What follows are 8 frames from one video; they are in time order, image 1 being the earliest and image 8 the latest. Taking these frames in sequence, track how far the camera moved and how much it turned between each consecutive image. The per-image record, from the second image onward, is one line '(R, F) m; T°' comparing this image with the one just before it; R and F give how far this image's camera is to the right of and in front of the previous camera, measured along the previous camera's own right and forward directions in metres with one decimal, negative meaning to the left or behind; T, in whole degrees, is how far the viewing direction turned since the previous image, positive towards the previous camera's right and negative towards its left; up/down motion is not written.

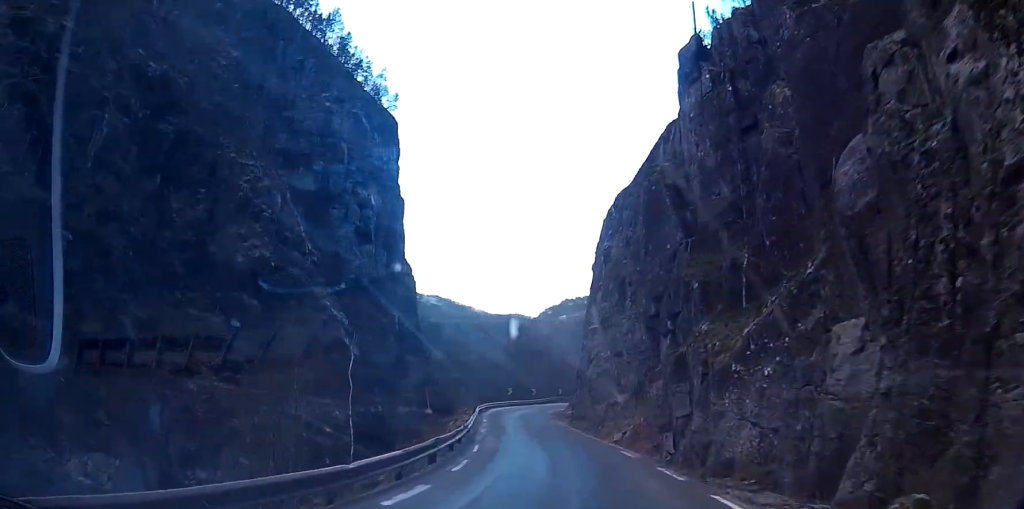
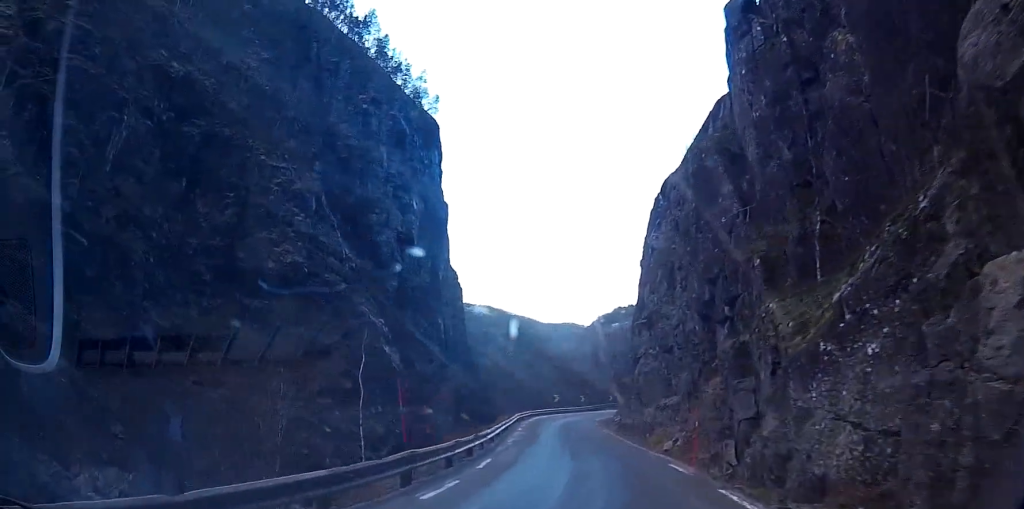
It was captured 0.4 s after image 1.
(0.0, +4.3) m; -3°
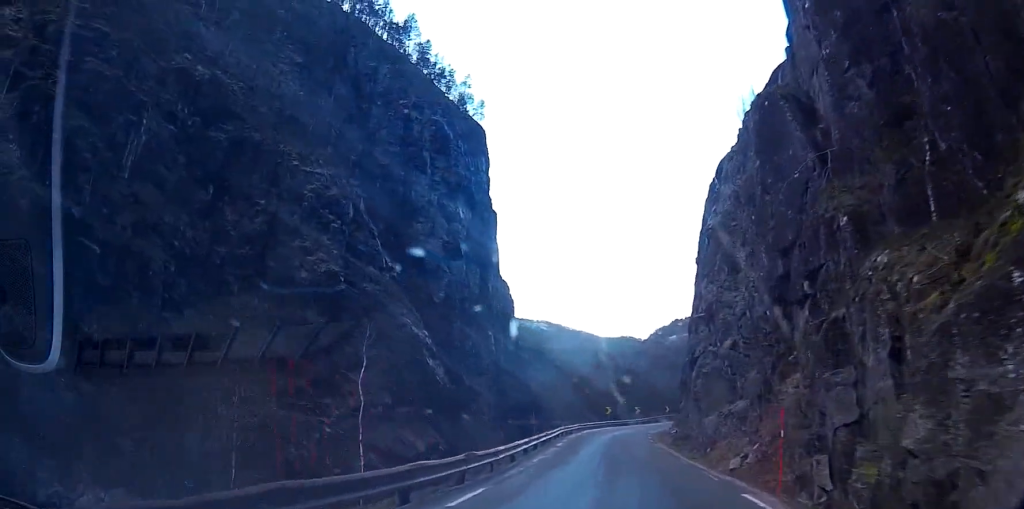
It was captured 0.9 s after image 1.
(+0.2, +5.0) m; -4°
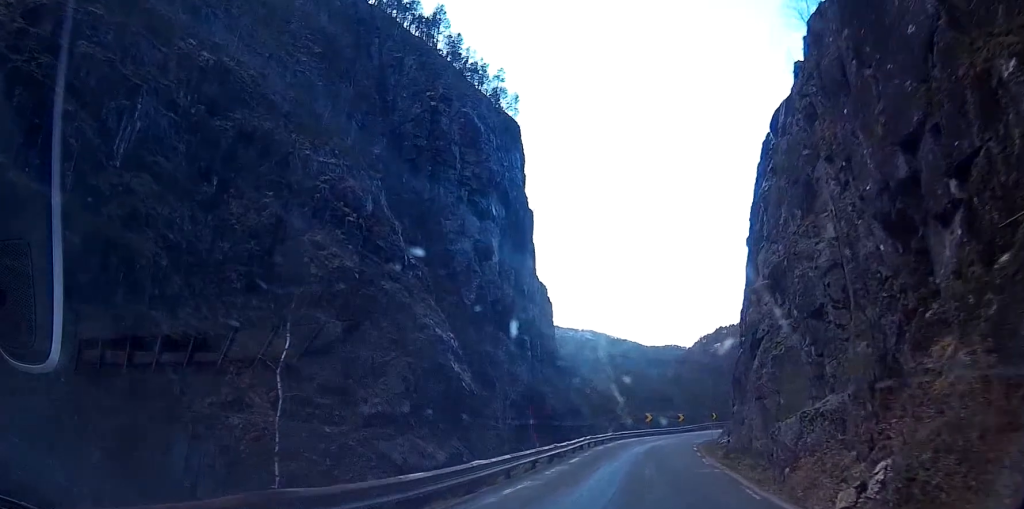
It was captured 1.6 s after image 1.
(-0.8, +7.3) m; -5°
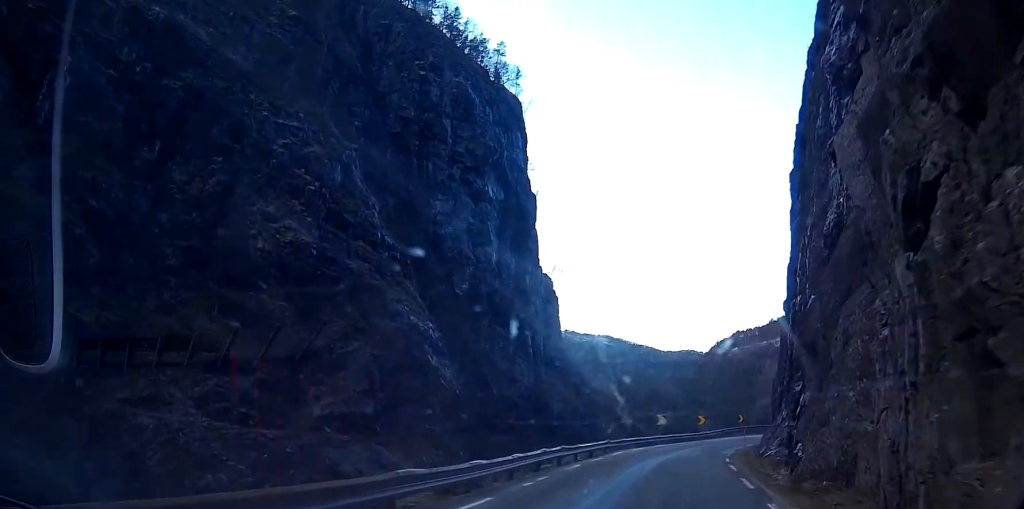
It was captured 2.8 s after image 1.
(-0.7, +12.6) m; -4°
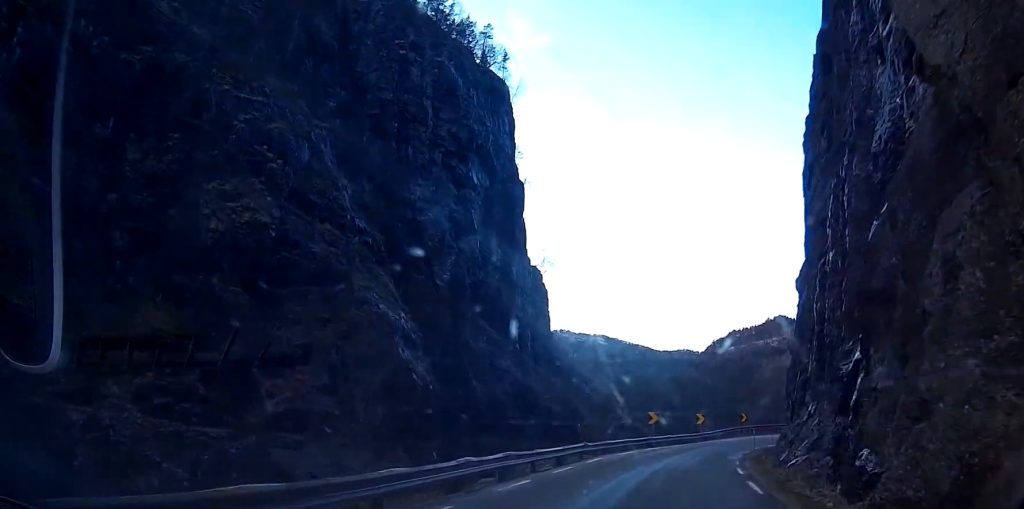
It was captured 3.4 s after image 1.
(0.0, +6.5) m; 0°
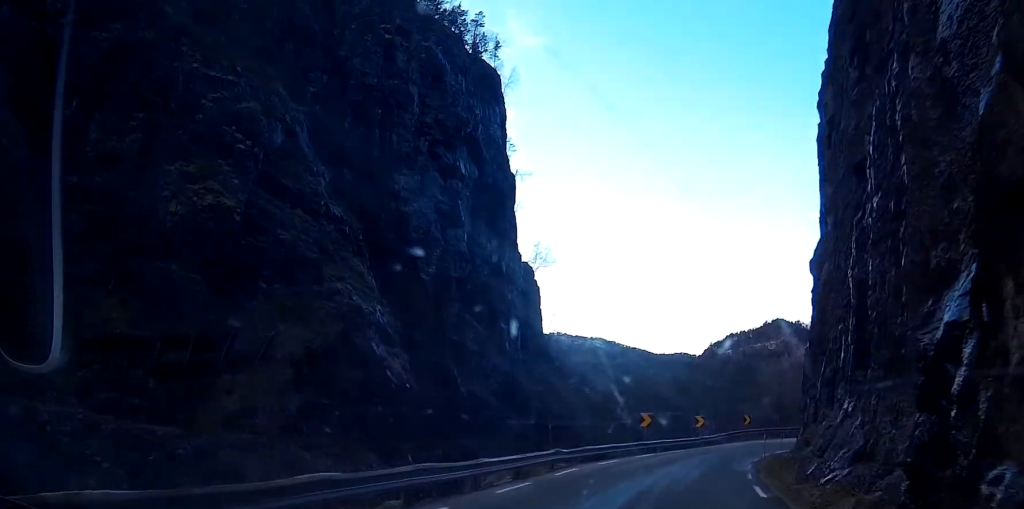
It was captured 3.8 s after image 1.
(0.0, +5.1) m; 0°
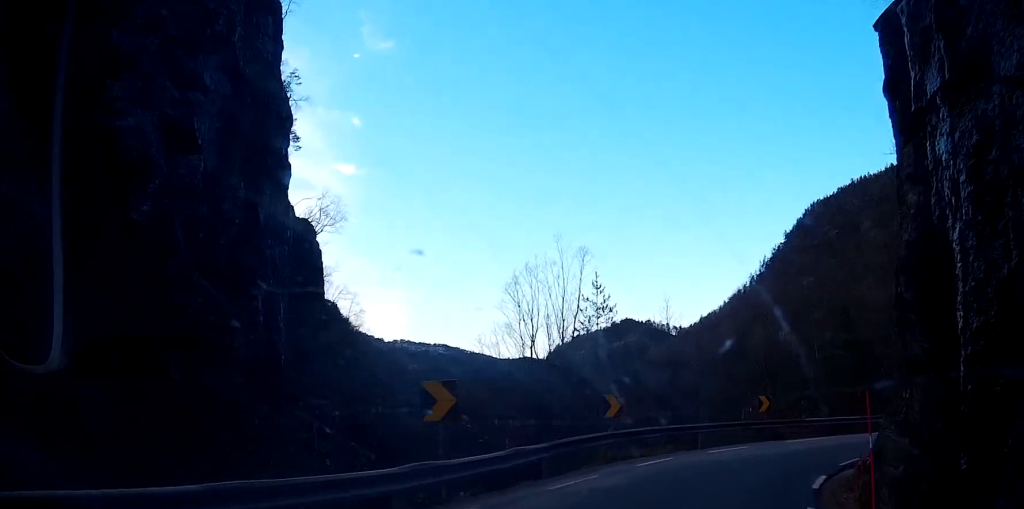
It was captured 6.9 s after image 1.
(+1.6, +35.7) m; +7°
